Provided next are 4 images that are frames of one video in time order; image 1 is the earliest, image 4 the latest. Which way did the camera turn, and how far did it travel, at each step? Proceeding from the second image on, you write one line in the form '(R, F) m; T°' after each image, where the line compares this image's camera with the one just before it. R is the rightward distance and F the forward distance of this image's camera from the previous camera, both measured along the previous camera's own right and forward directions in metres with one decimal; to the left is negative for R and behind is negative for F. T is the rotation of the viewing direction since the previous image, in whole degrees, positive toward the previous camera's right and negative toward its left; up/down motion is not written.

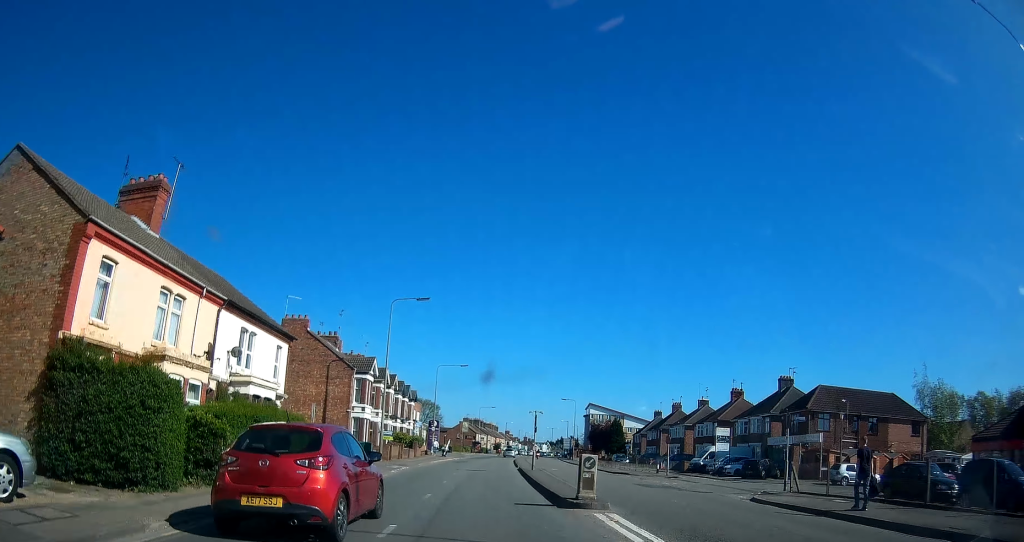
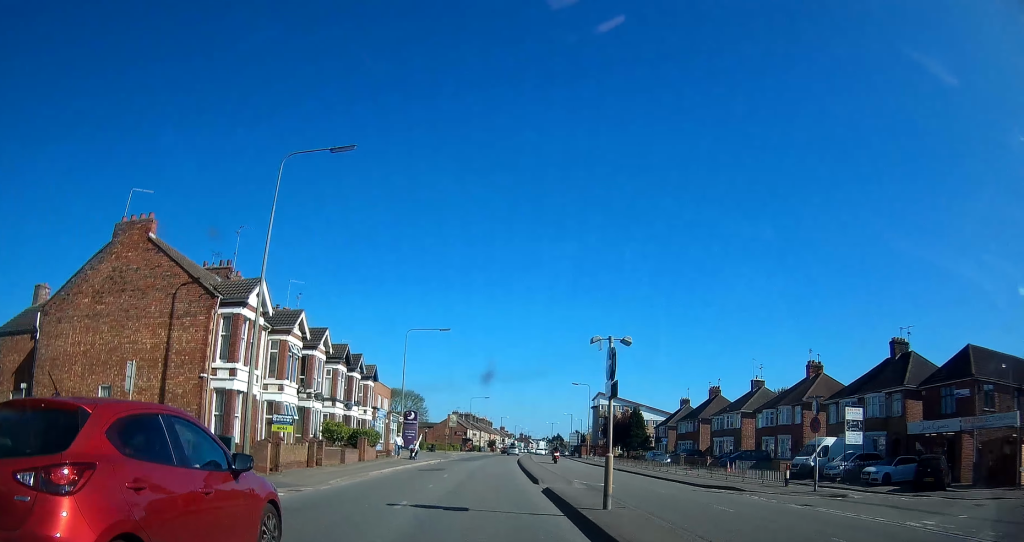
(-0.7, +20.1) m; -1°
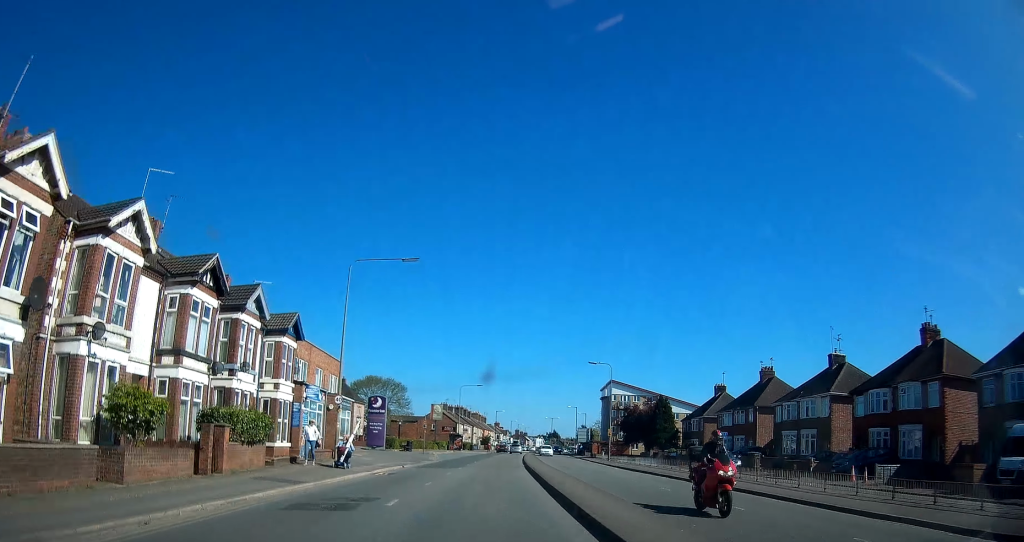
(+0.3, +17.8) m; +2°
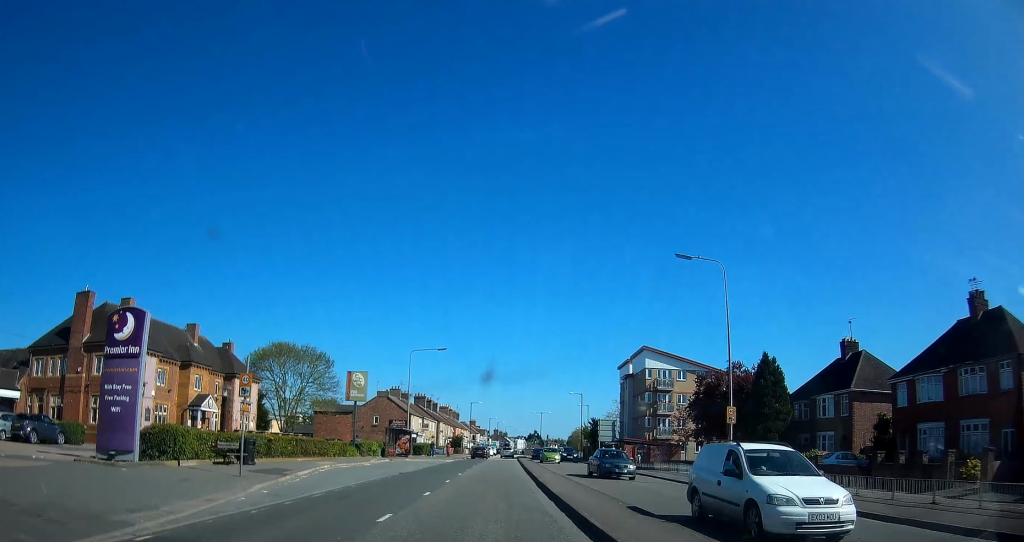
(+0.4, +36.0) m; +1°
